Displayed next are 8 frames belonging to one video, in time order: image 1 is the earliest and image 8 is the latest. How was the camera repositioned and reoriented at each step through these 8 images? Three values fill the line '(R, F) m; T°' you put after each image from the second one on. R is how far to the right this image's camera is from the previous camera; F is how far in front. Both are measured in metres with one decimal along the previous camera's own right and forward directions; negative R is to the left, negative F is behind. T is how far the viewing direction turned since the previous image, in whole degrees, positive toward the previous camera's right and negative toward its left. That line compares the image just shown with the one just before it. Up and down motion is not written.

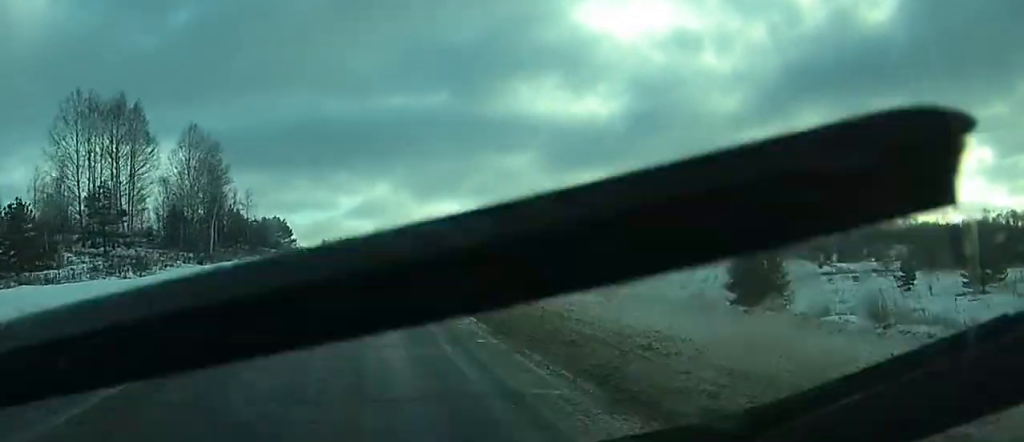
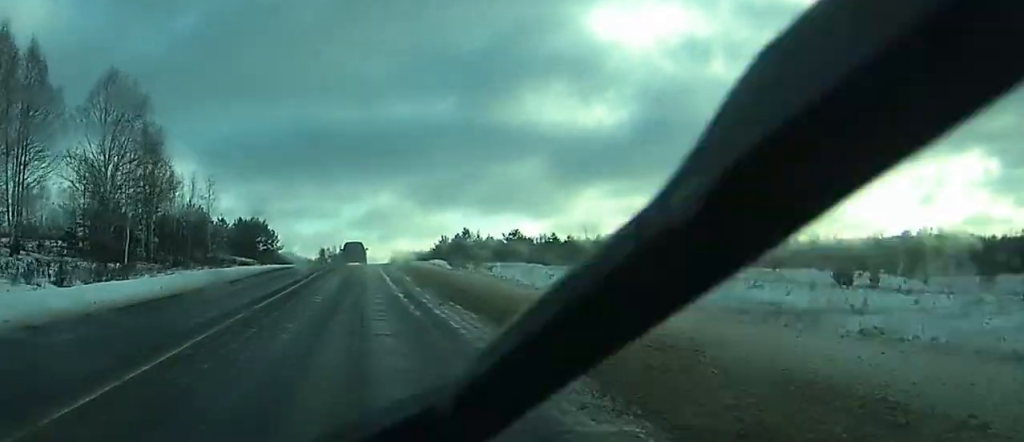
(-0.4, +42.4) m; -1°
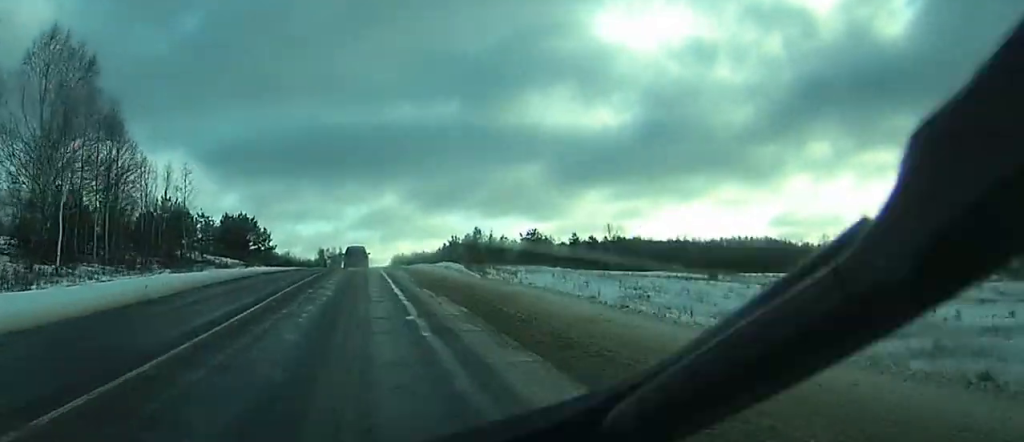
(0.0, +16.7) m; 0°
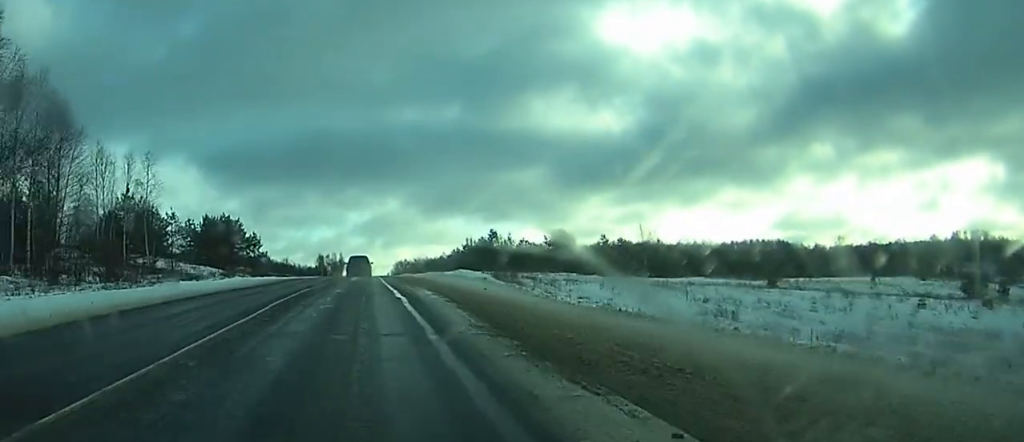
(0.0, +18.1) m; 0°
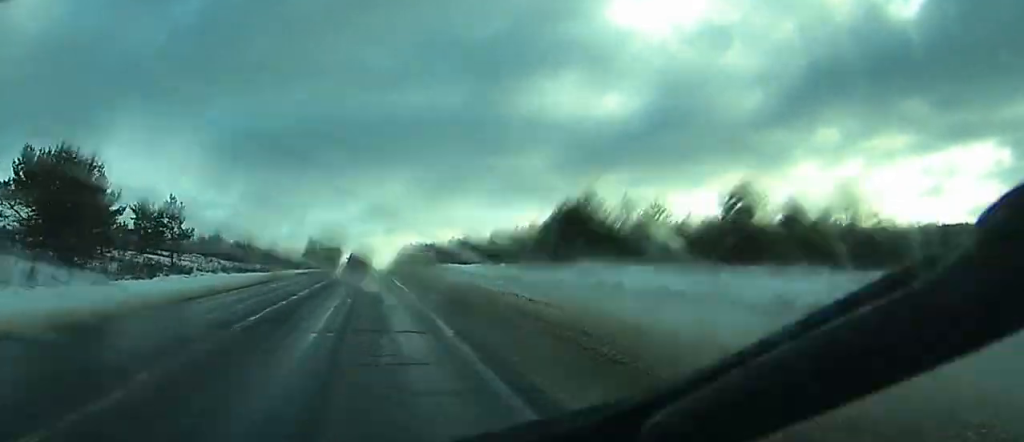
(-0.2, +60.8) m; 0°
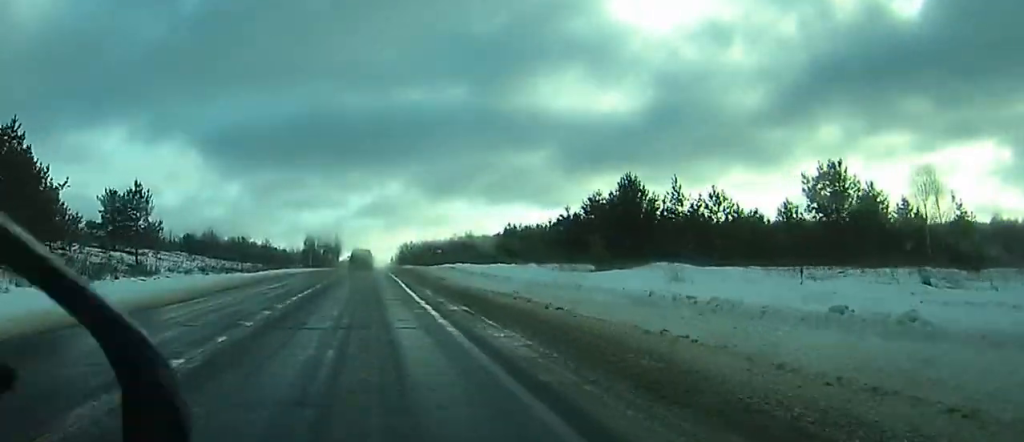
(0.0, +11.9) m; 0°
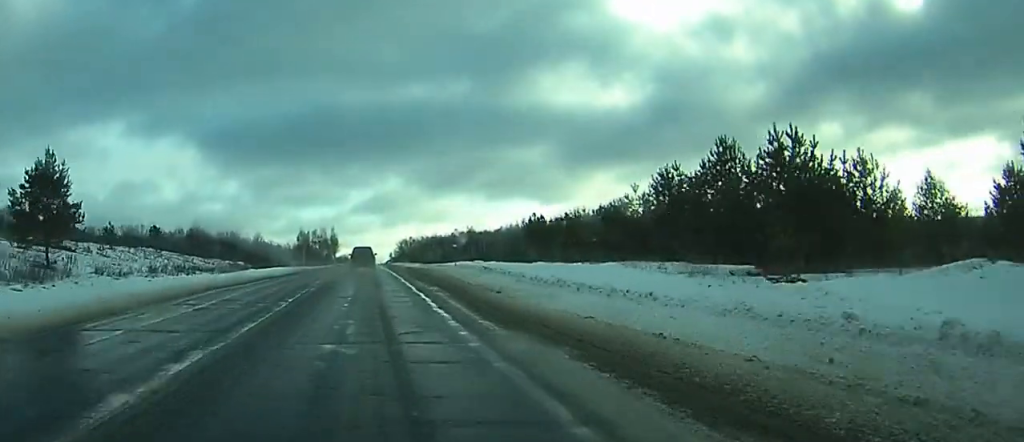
(0.0, +18.1) m; 0°
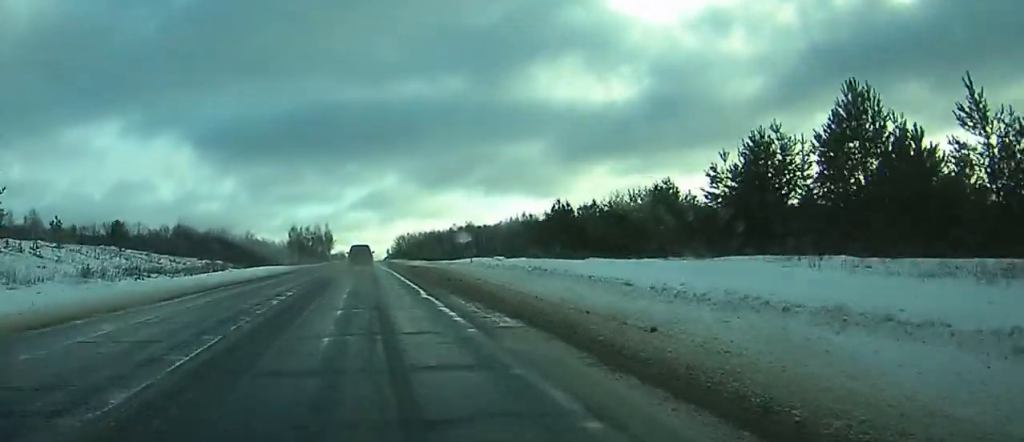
(0.0, +14.2) m; 0°
